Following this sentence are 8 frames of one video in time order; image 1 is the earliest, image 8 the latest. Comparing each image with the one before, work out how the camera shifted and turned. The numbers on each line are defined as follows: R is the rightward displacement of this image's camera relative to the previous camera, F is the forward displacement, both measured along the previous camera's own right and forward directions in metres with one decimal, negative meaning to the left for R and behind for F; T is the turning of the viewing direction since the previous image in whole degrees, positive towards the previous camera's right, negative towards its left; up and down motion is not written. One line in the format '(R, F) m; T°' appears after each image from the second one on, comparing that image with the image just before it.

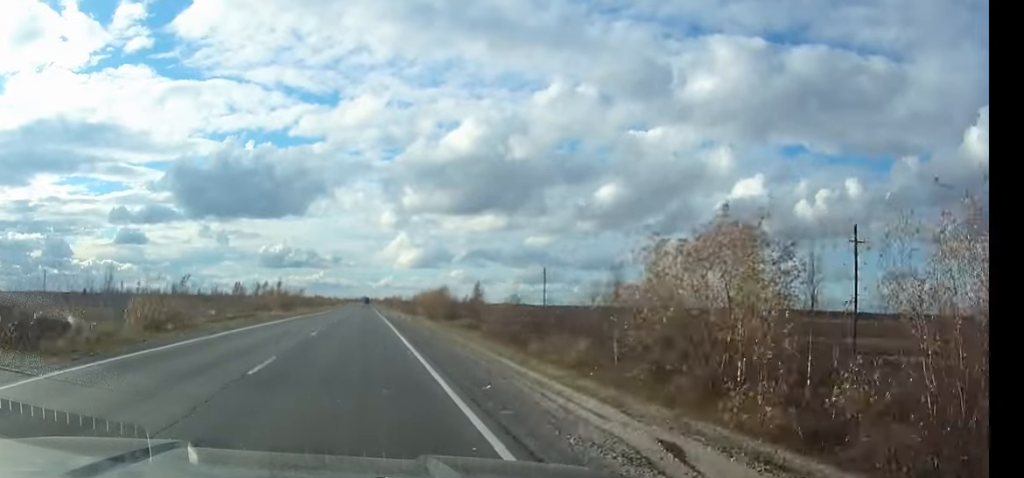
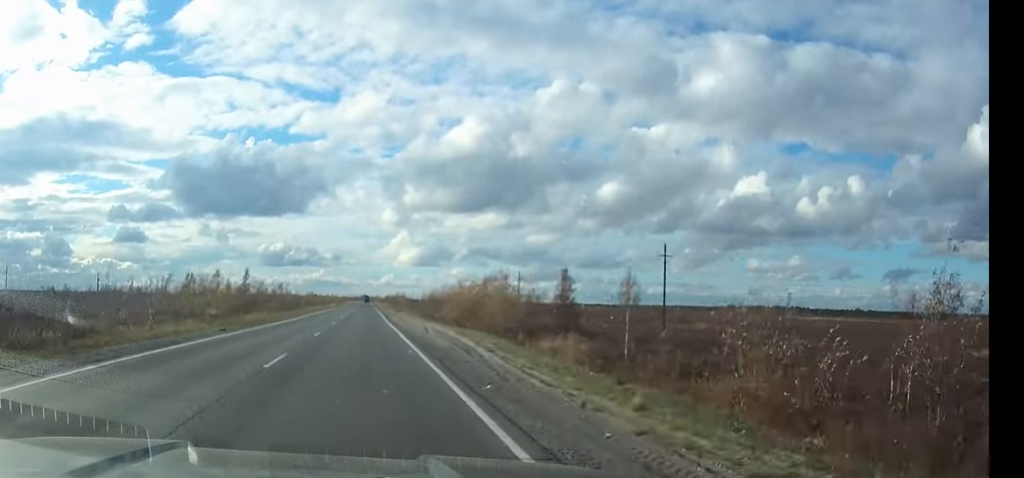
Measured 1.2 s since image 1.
(0.0, +34.1) m; 0°
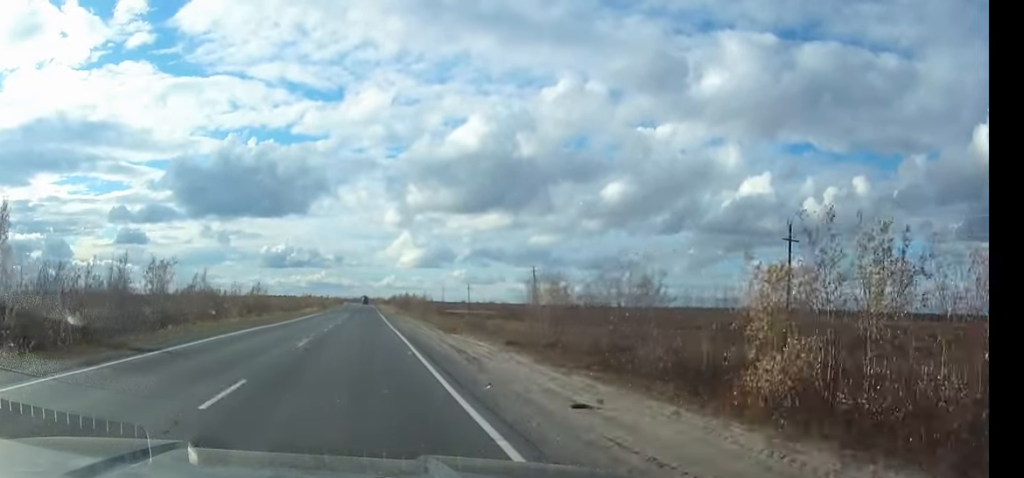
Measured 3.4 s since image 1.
(0.0, +64.3) m; 0°
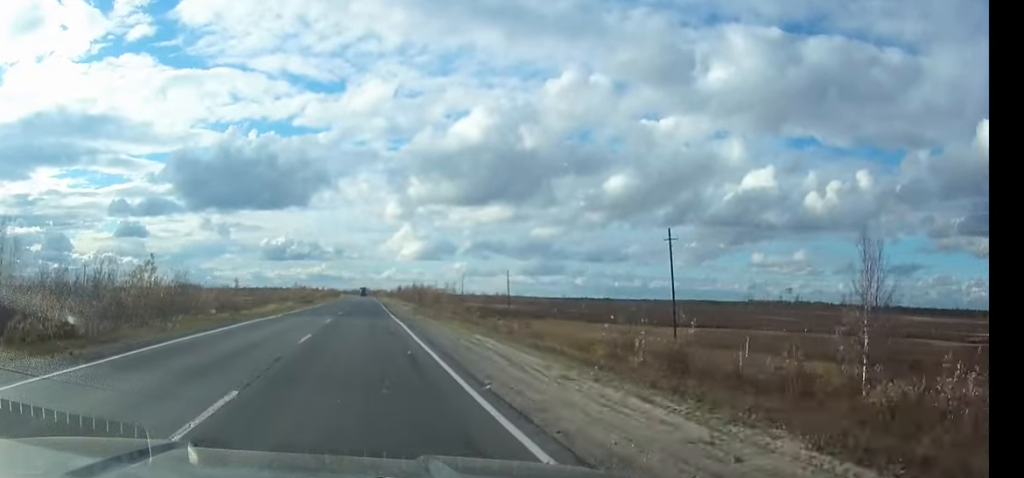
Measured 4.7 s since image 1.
(0.0, +37.5) m; 0°
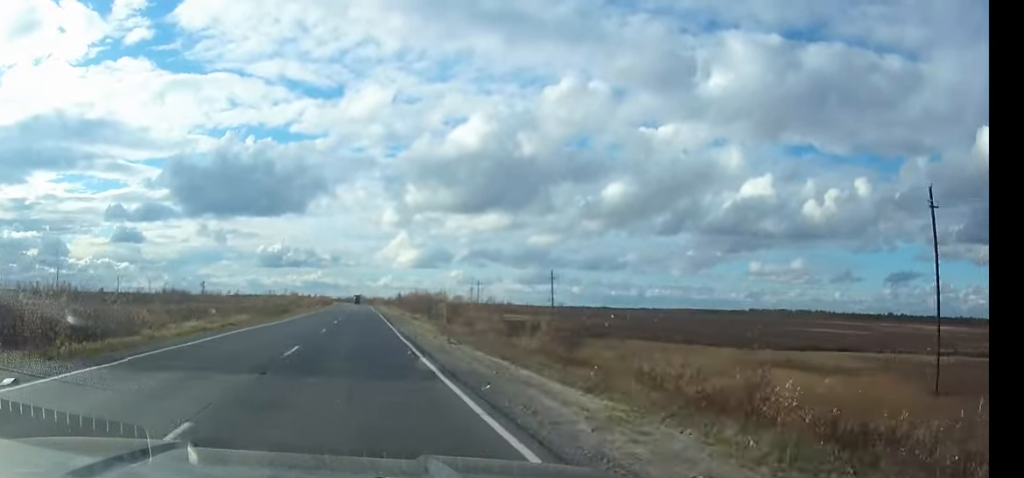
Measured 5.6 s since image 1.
(0.0, +24.9) m; 0°
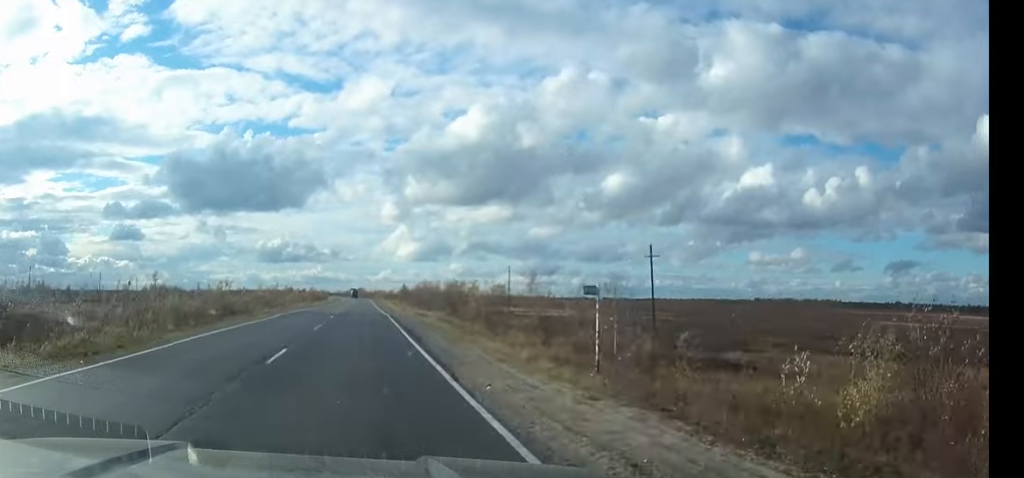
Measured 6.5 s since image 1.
(+0.1, +26.0) m; 0°
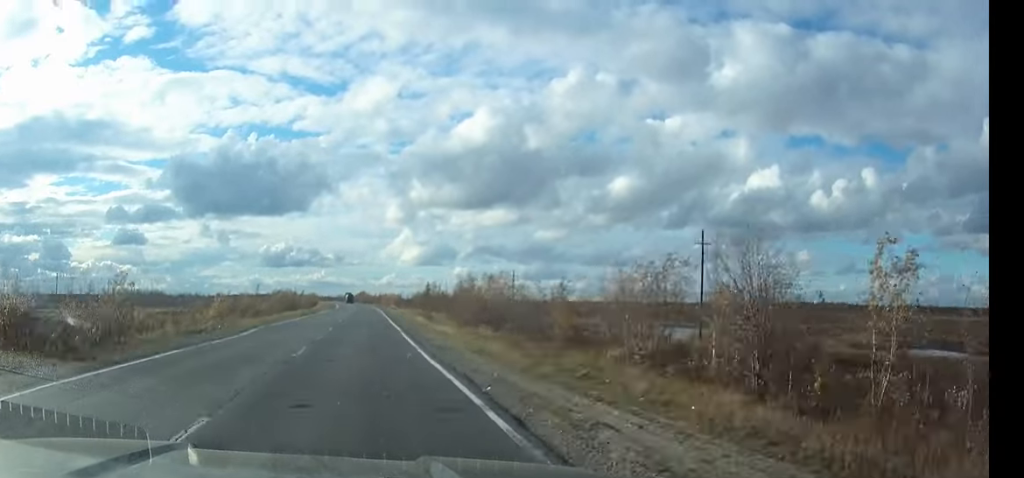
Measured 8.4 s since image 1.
(-0.1, +56.1) m; 0°
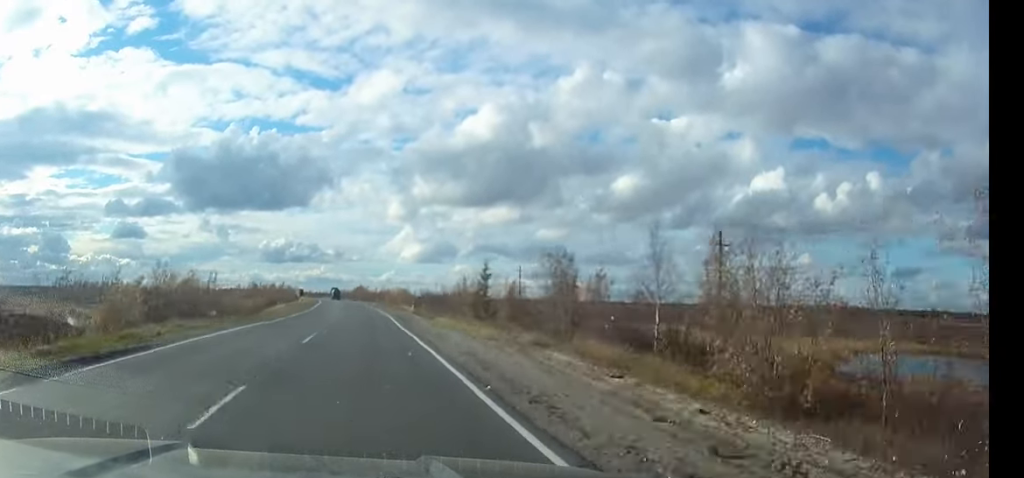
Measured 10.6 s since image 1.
(0.0, +56.8) m; 0°
